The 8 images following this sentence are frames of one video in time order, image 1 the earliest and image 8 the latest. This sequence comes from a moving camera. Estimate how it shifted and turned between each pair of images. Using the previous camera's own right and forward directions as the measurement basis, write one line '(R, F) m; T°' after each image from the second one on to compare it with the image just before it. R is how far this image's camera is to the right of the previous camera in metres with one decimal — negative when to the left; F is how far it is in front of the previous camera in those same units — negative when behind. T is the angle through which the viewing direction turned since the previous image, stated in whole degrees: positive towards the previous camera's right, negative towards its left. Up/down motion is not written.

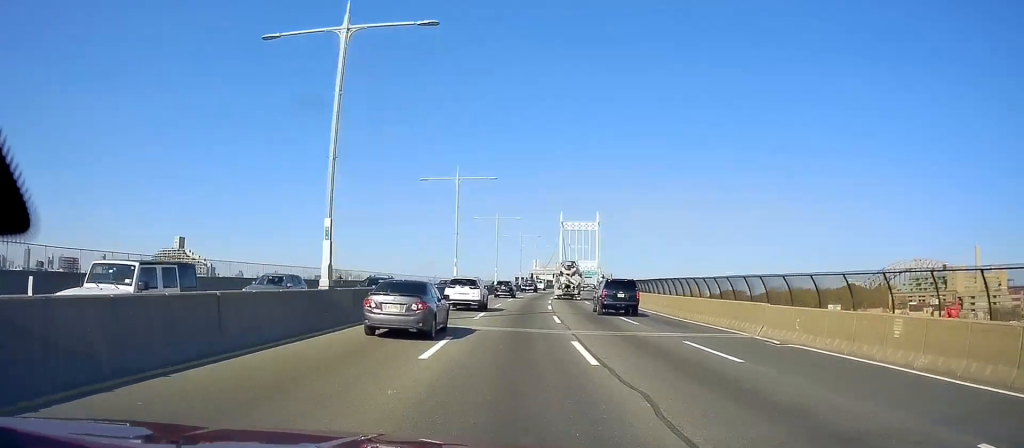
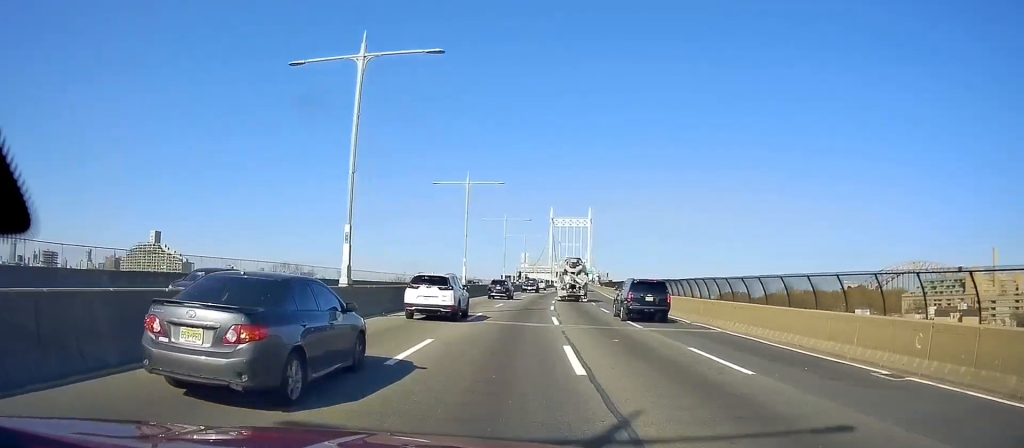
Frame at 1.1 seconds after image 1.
(+0.6, +25.3) m; +3°
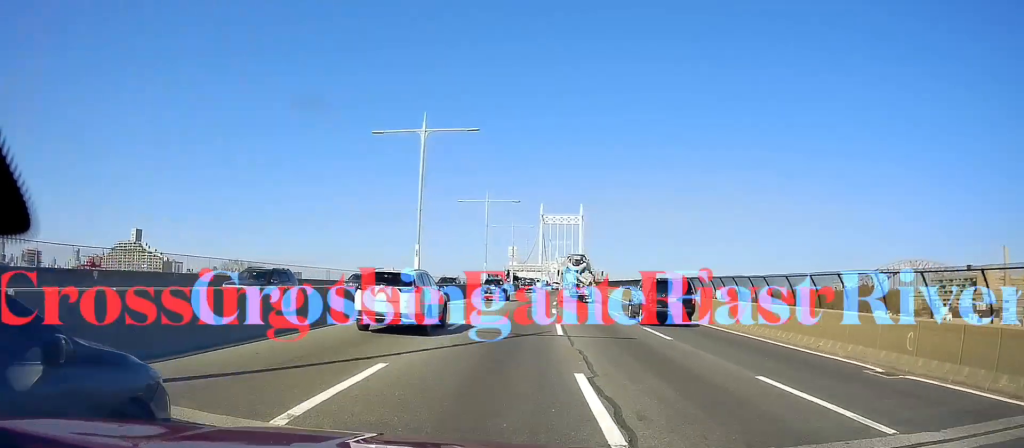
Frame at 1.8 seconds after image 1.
(+0.3, +16.8) m; +1°
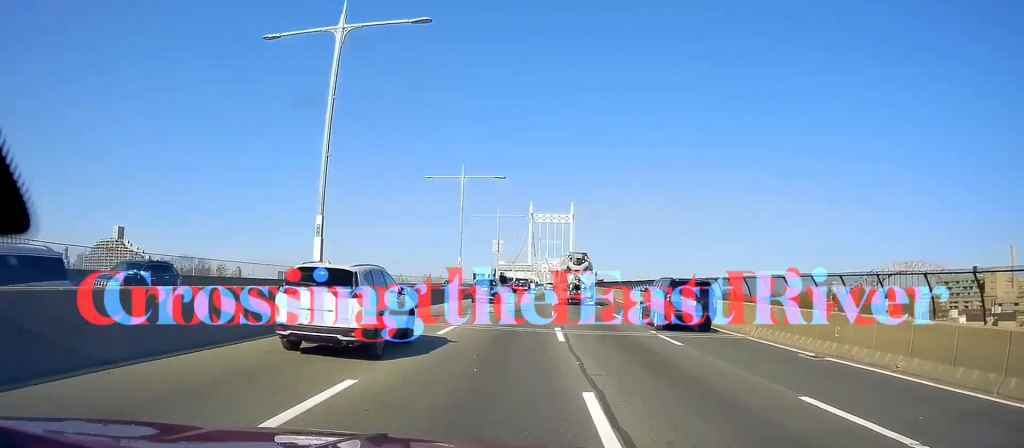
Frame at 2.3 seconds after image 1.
(0.0, +13.6) m; 0°
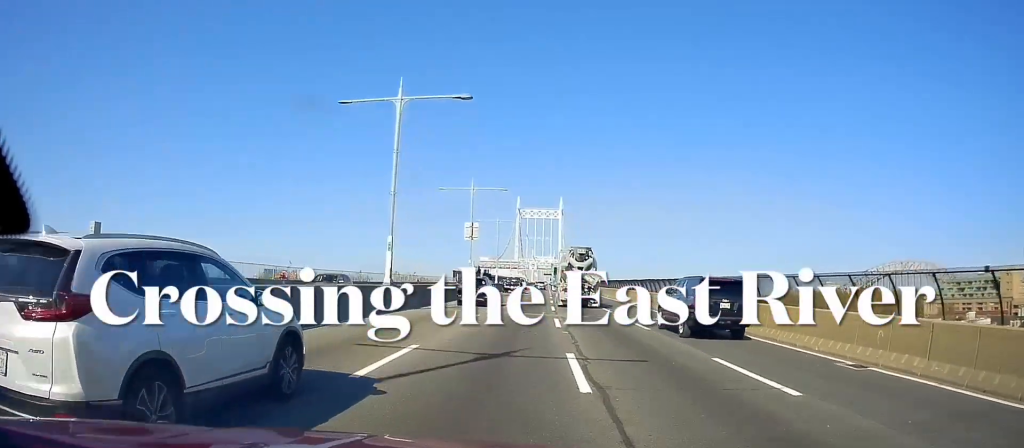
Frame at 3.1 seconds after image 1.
(0.0, +19.4) m; 0°
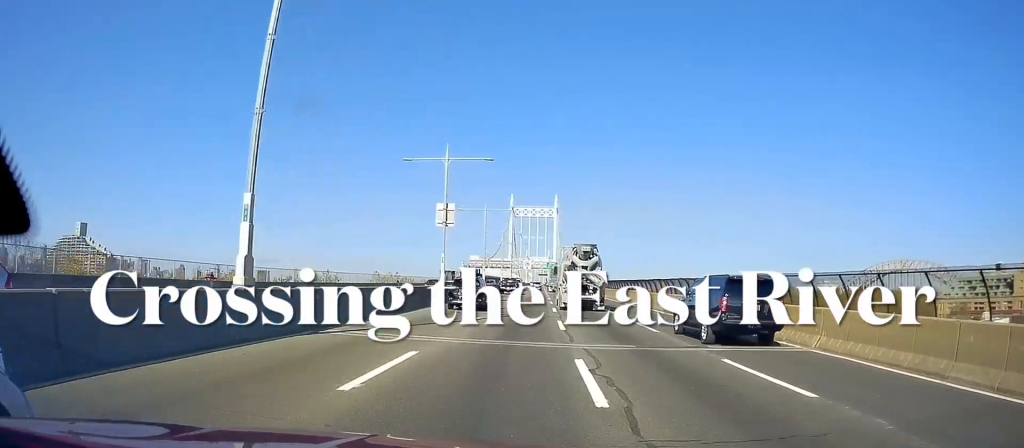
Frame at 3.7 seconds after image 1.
(0.0, +13.0) m; 0°
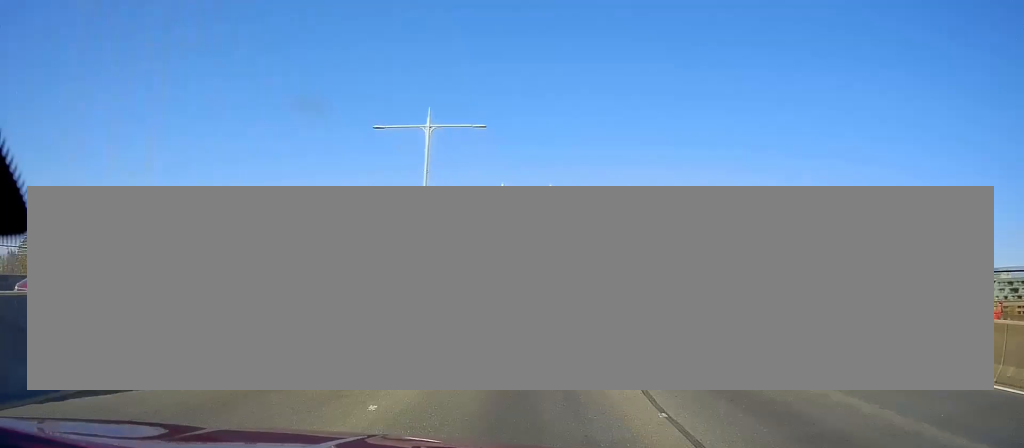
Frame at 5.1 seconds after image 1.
(+0.6, +35.1) m; +3°
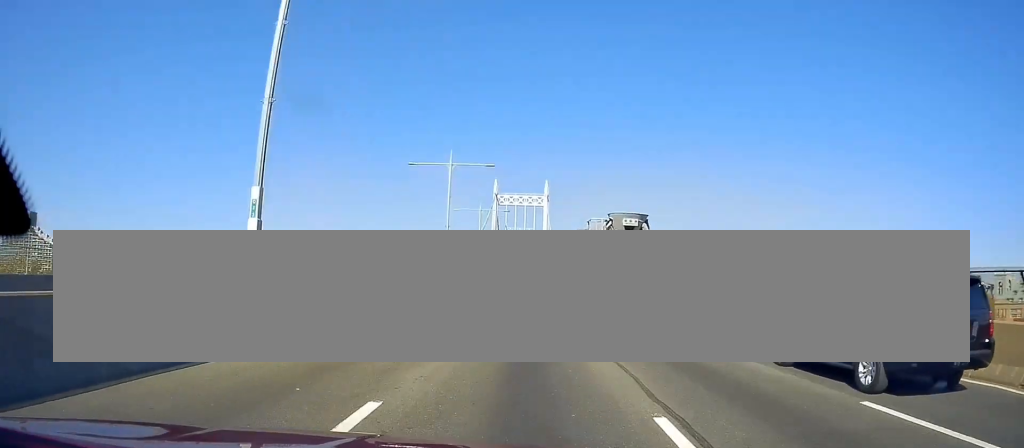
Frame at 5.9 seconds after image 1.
(+0.4, +18.8) m; +1°
